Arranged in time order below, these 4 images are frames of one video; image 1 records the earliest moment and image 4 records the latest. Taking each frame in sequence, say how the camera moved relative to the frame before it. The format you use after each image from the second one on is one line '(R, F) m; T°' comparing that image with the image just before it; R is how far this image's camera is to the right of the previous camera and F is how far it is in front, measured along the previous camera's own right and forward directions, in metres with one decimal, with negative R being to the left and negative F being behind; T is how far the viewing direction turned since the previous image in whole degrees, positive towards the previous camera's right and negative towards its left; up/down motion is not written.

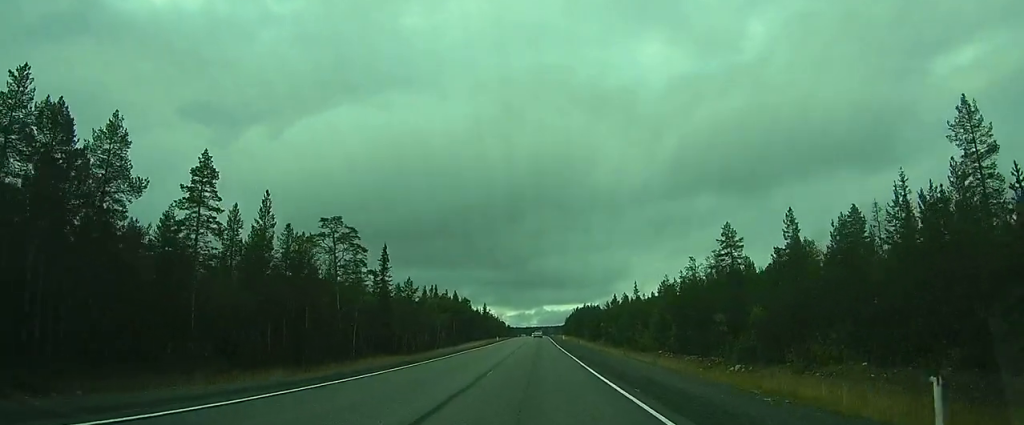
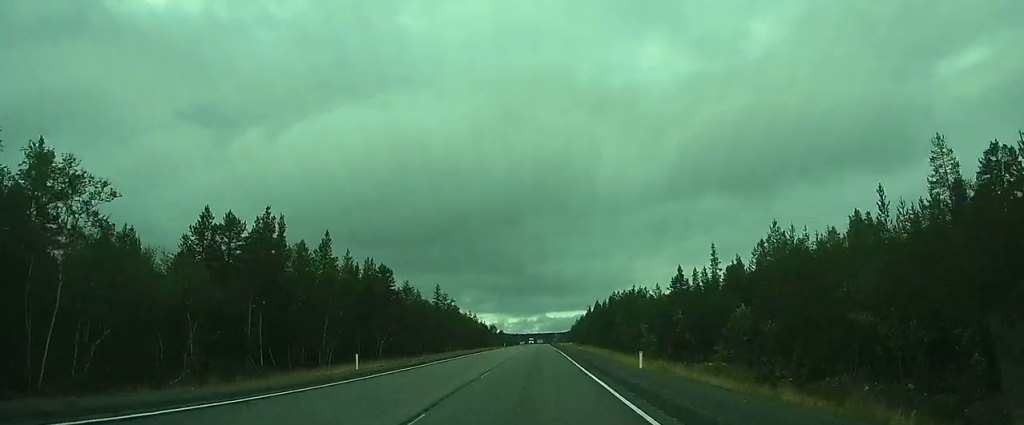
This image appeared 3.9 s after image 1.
(+0.7, +80.8) m; +1°
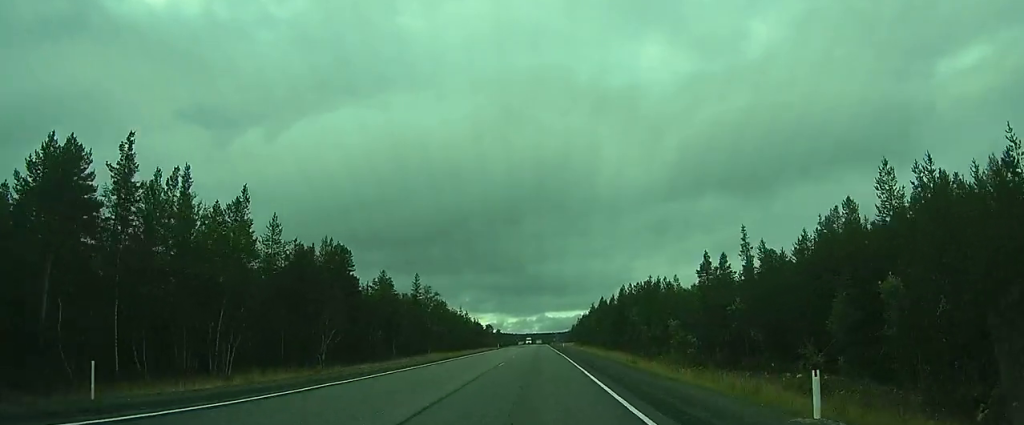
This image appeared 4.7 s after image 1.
(0.0, +15.8) m; 0°
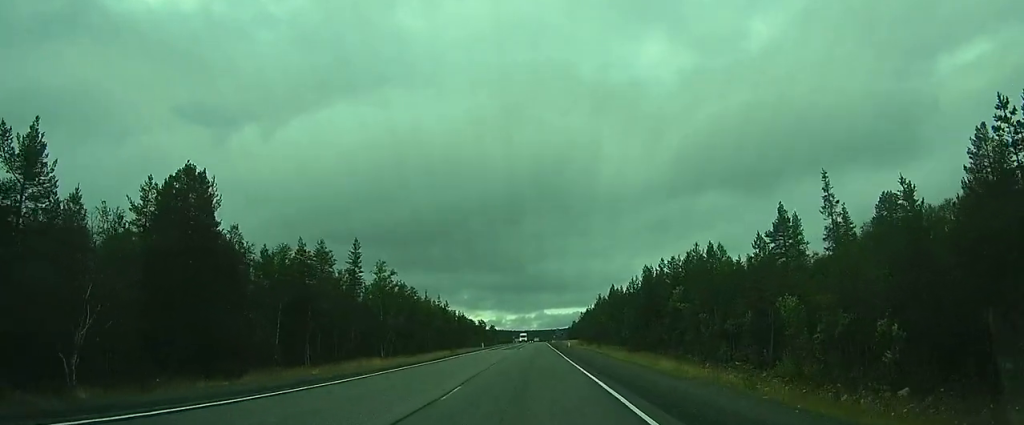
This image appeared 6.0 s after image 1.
(-0.1, +26.1) m; 0°
